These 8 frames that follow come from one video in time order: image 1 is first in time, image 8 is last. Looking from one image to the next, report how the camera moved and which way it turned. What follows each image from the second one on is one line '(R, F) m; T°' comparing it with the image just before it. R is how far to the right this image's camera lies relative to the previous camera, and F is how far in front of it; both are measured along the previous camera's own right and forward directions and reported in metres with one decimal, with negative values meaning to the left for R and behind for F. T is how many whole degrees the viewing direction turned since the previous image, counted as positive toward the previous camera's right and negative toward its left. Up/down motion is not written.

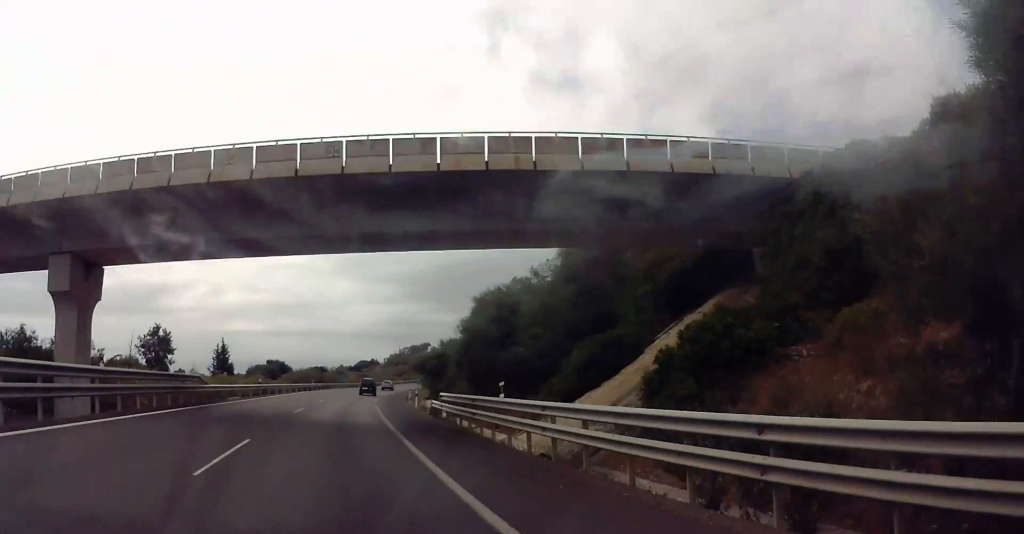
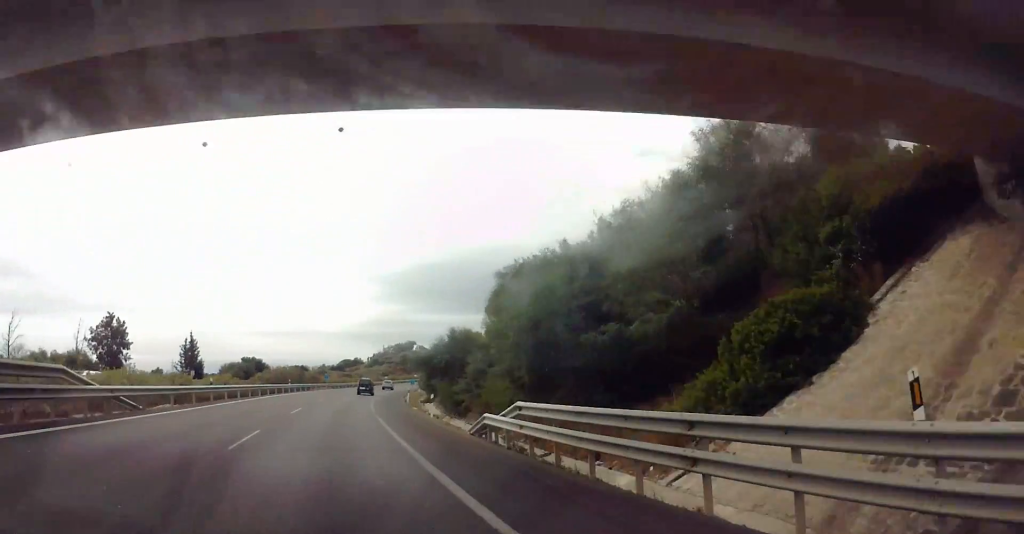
(0.0, +13.9) m; +1°
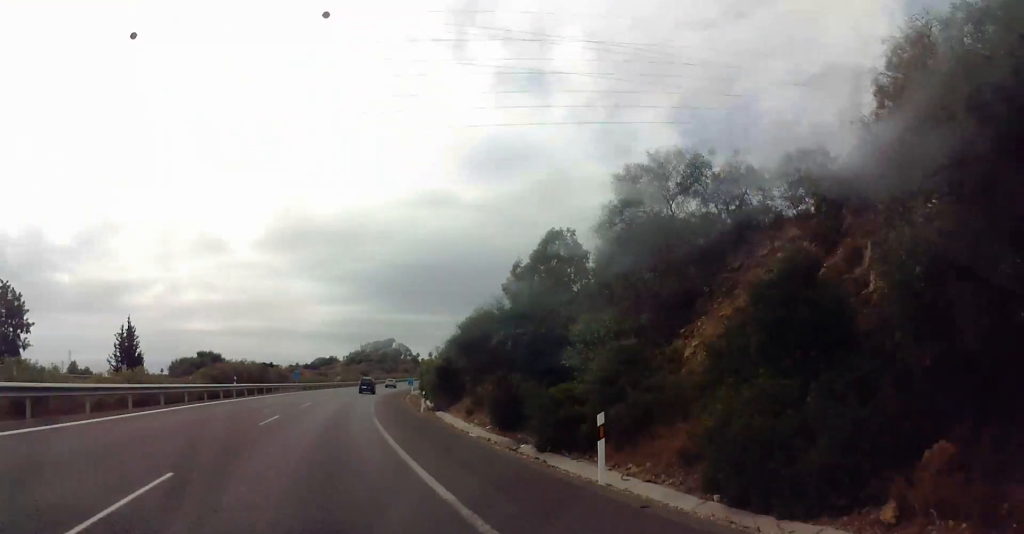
(+0.6, +24.5) m; +5°
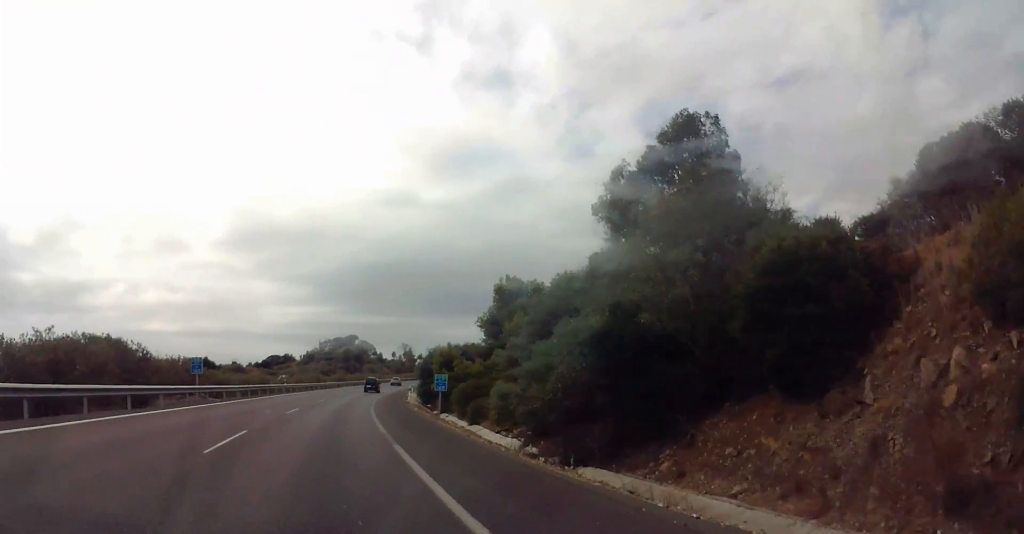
(+3.2, +40.0) m; +7°
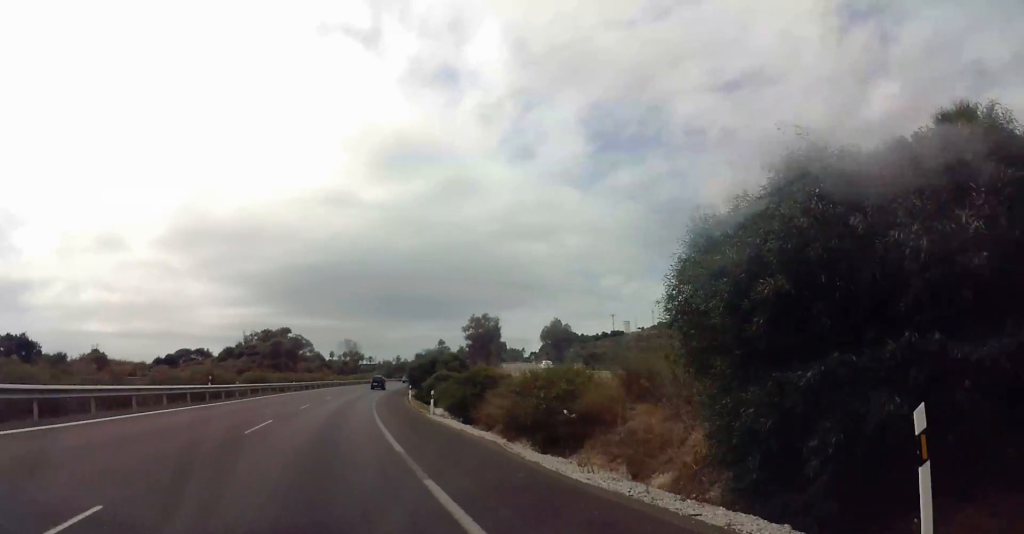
(+0.9, +57.8) m; +3°
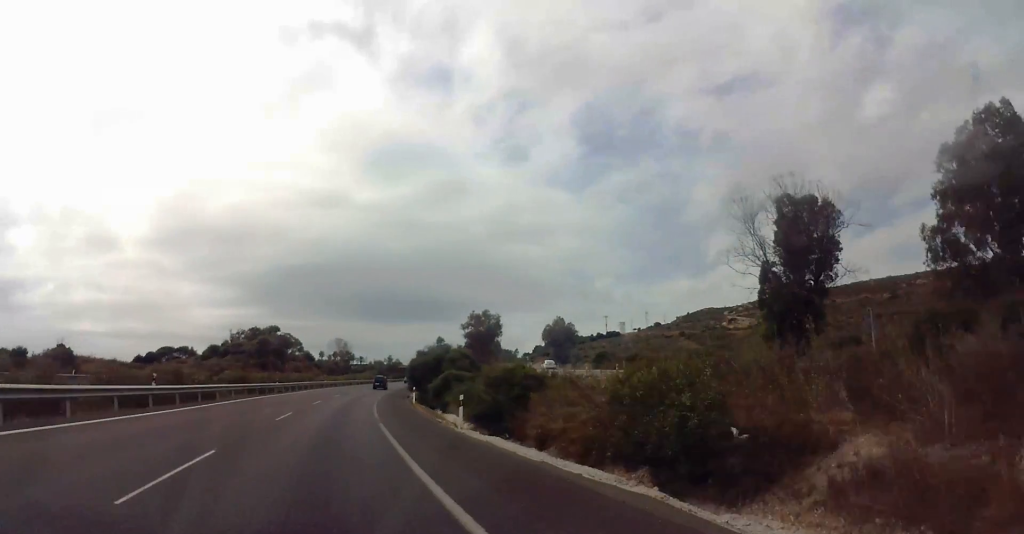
(+0.4, +10.7) m; +2°
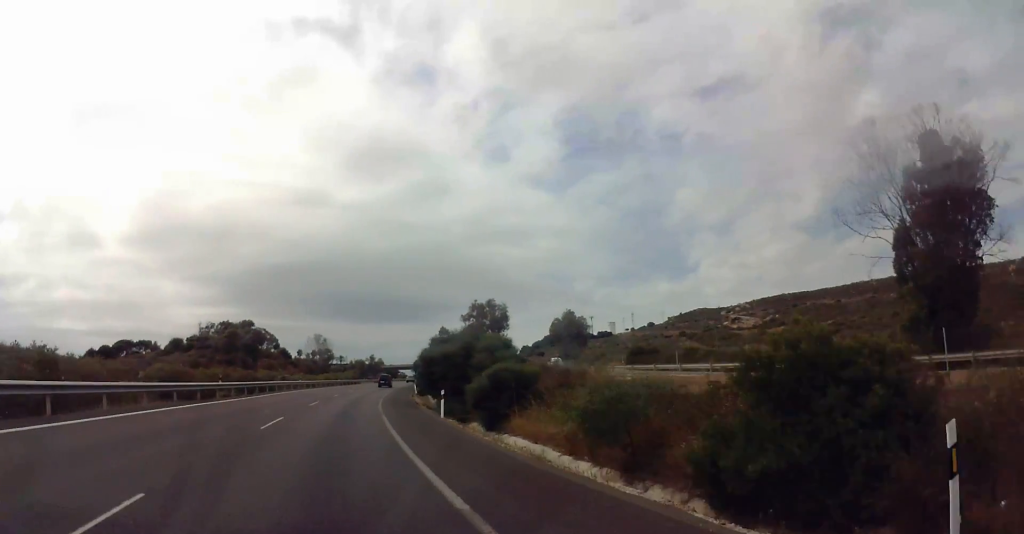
(+0.3, +20.5) m; +1°
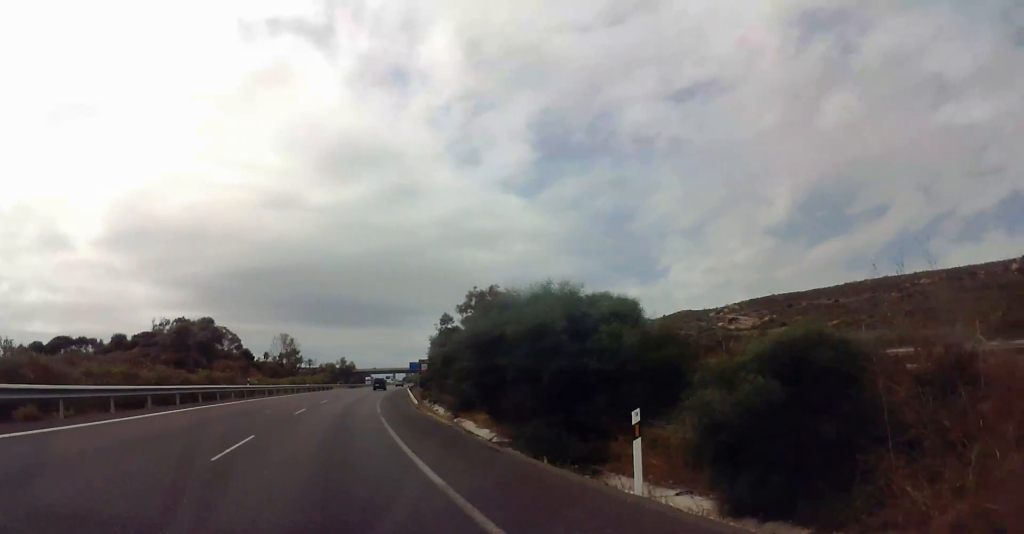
(0.0, +23.5) m; 0°
